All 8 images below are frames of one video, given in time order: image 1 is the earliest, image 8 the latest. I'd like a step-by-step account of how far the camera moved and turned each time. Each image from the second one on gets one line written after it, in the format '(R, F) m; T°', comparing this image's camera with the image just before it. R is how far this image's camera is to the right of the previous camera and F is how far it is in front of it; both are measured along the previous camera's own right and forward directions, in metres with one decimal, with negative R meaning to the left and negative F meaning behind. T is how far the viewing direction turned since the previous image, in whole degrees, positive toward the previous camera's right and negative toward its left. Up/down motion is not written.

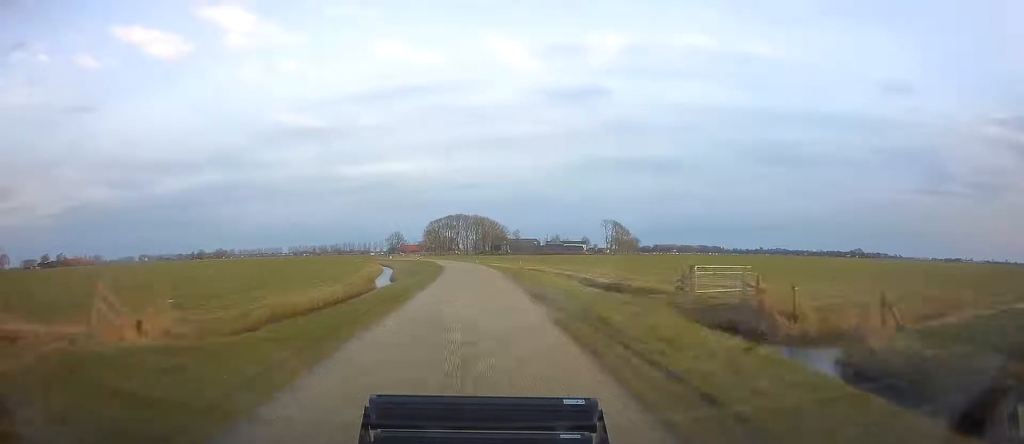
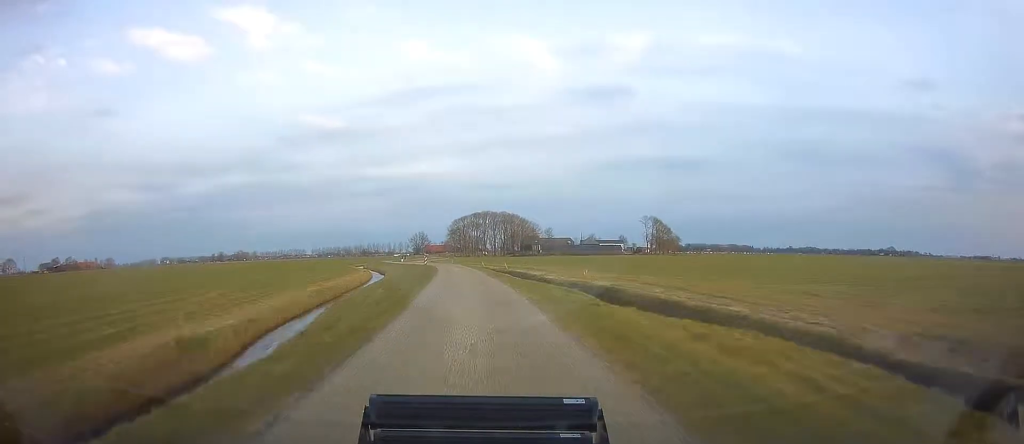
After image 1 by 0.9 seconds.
(-0.3, +28.6) m; -2°
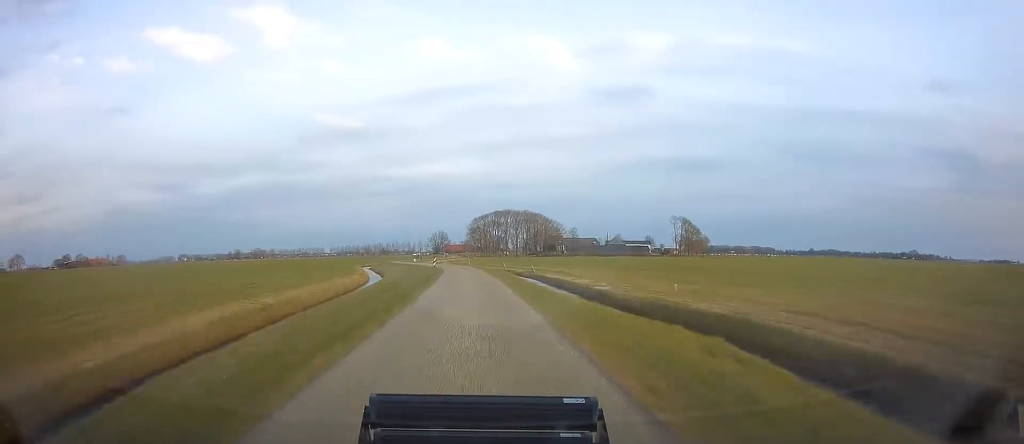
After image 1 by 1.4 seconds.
(0.0, +15.1) m; -1°
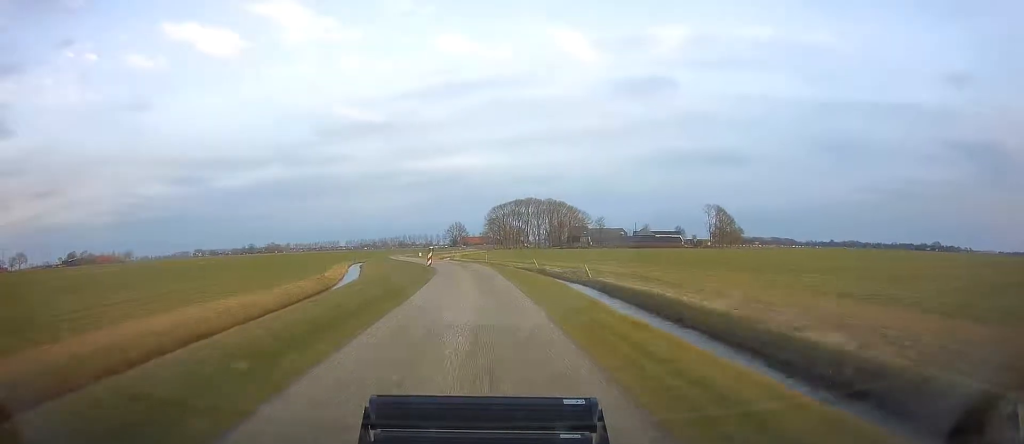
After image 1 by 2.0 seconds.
(-0.6, +21.8) m; -3°
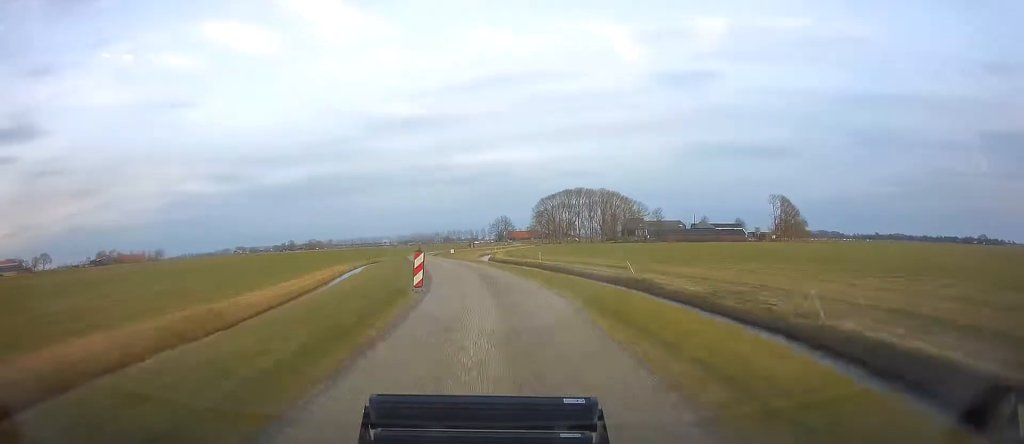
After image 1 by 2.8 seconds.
(-0.6, +23.9) m; -4°
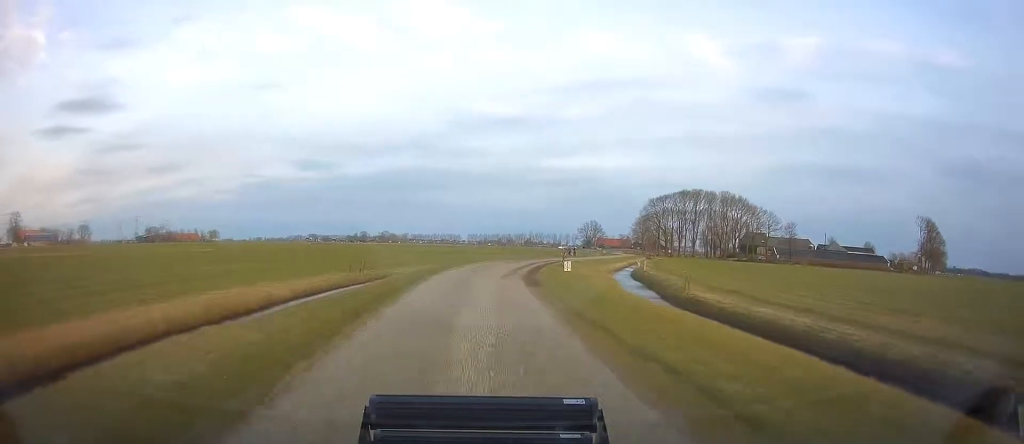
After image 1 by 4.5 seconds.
(-3.9, +52.3) m; -5°
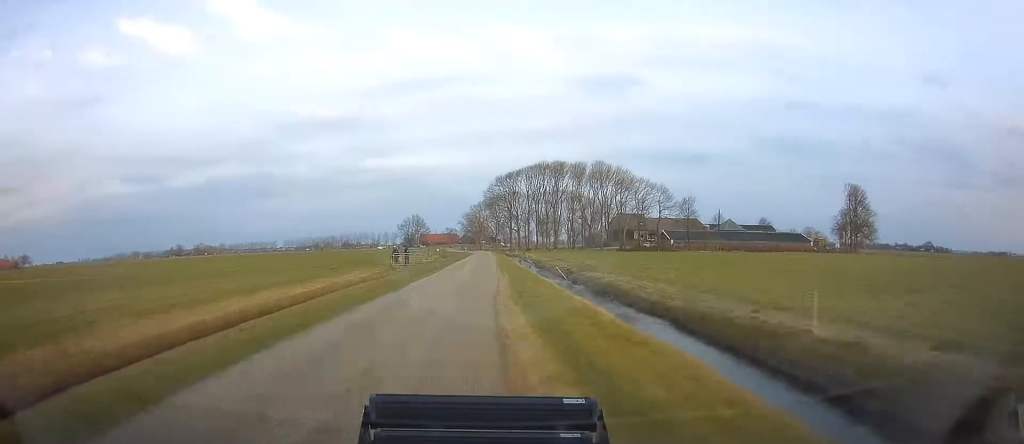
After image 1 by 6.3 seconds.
(+4.6, +52.3) m; +10°
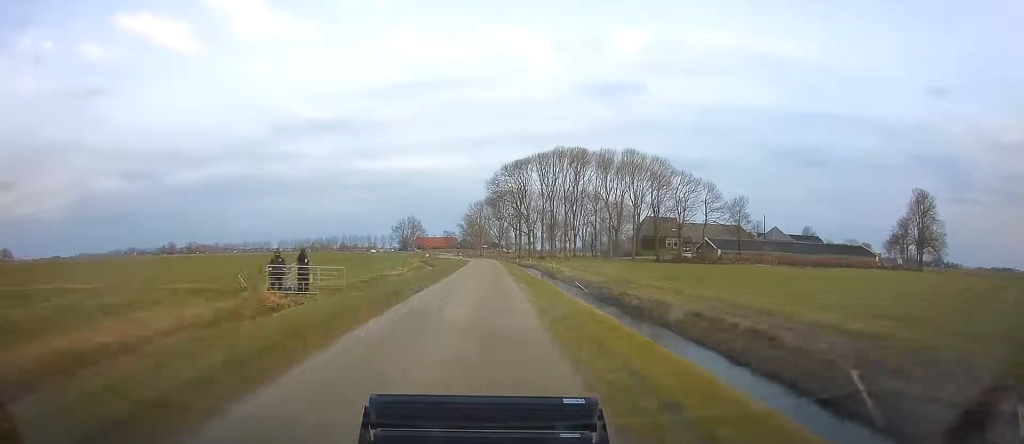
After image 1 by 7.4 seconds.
(+1.5, +32.3) m; +3°
